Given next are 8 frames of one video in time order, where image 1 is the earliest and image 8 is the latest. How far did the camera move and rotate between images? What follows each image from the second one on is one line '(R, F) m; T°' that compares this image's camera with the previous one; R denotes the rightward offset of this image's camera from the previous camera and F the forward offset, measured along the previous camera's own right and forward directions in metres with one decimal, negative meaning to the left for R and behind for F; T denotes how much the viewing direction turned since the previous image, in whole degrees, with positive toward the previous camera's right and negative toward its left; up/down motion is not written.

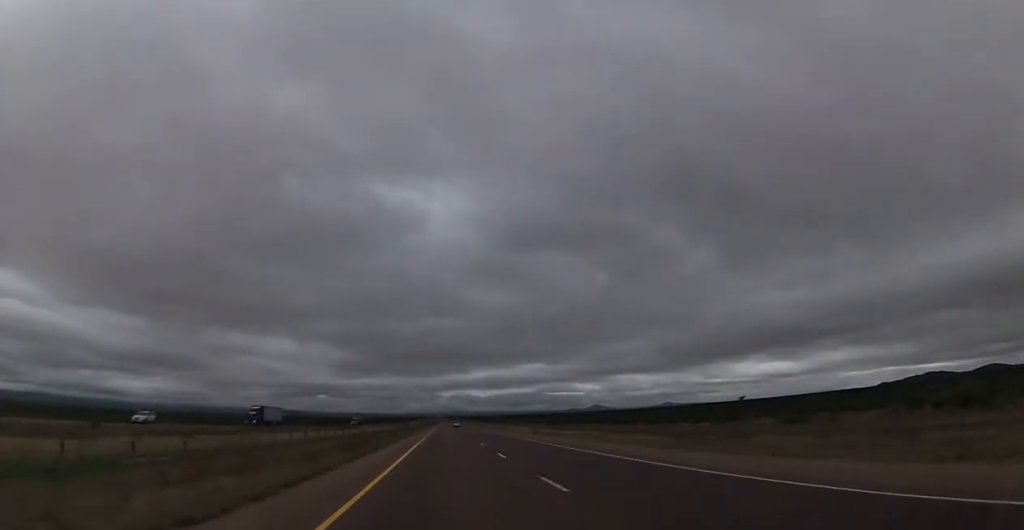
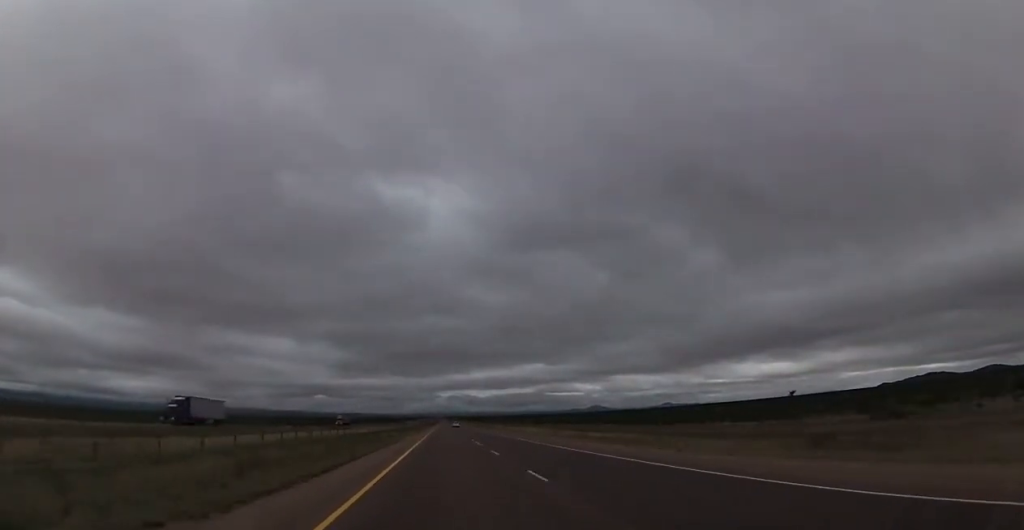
(0.0, +22.0) m; 0°
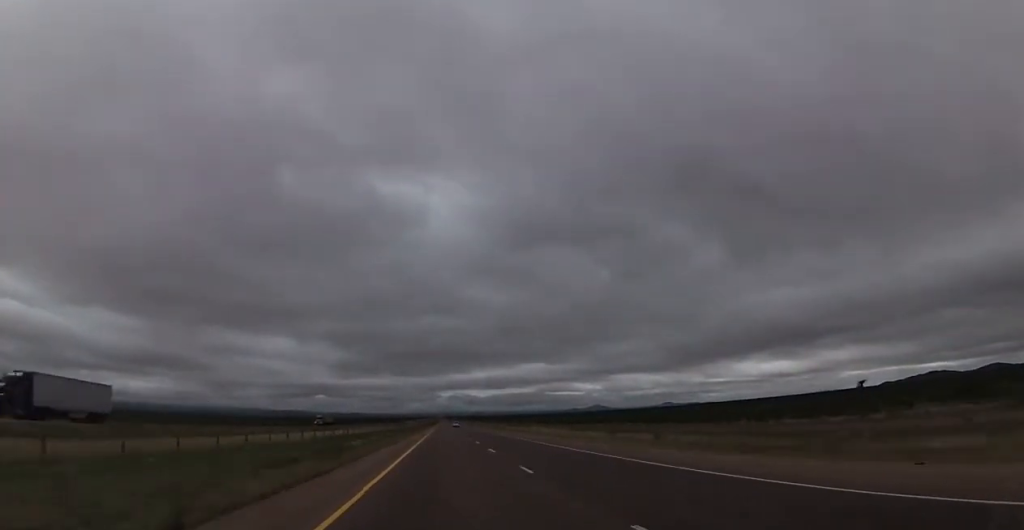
(0.0, +22.0) m; 0°
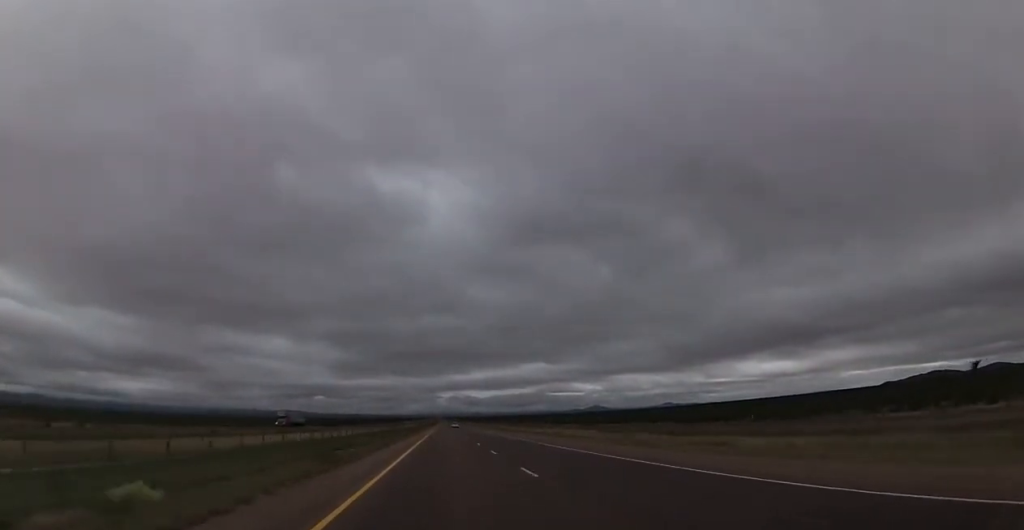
(0.0, +25.6) m; 0°
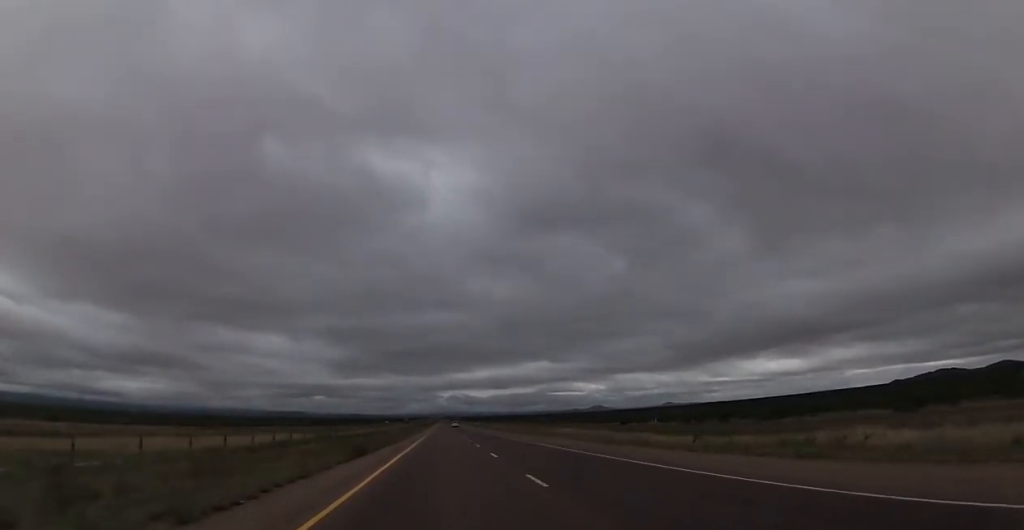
(-0.5, +99.8) m; -1°
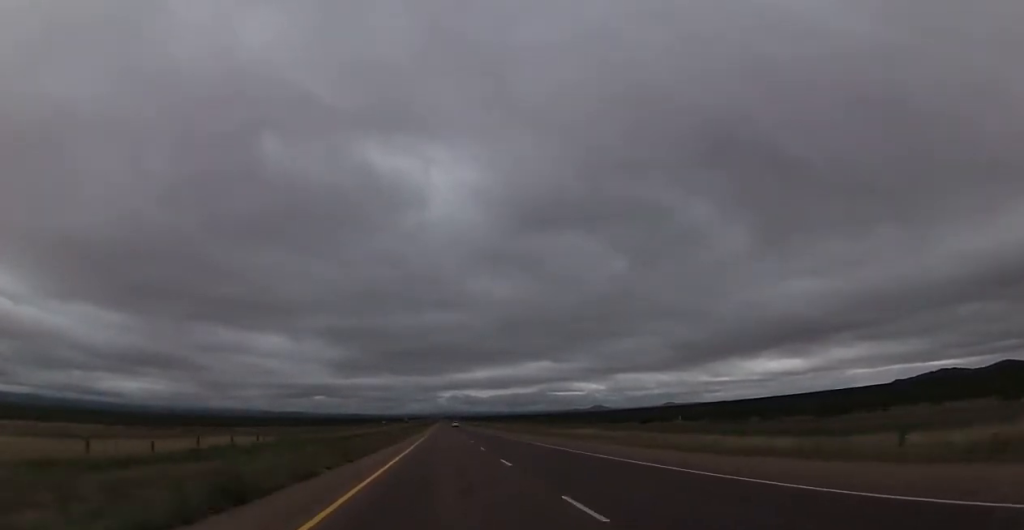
(-0.3, +17.0) m; 0°
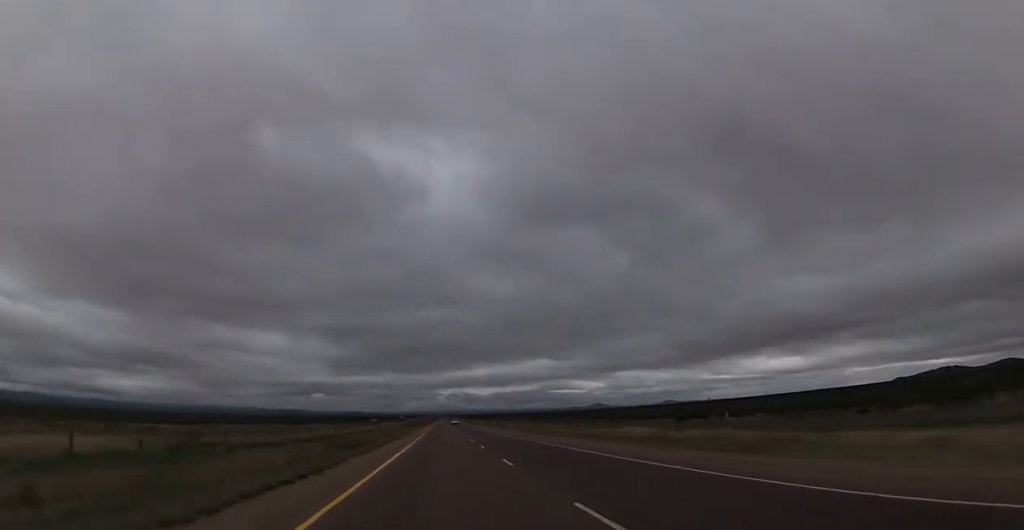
(+0.3, +25.6) m; 0°
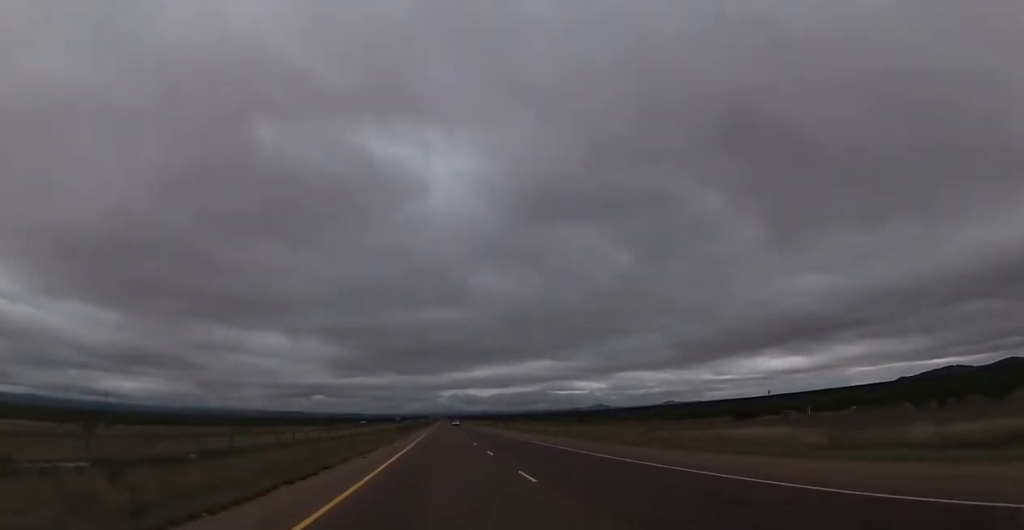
(+0.2, +29.2) m; 0°
